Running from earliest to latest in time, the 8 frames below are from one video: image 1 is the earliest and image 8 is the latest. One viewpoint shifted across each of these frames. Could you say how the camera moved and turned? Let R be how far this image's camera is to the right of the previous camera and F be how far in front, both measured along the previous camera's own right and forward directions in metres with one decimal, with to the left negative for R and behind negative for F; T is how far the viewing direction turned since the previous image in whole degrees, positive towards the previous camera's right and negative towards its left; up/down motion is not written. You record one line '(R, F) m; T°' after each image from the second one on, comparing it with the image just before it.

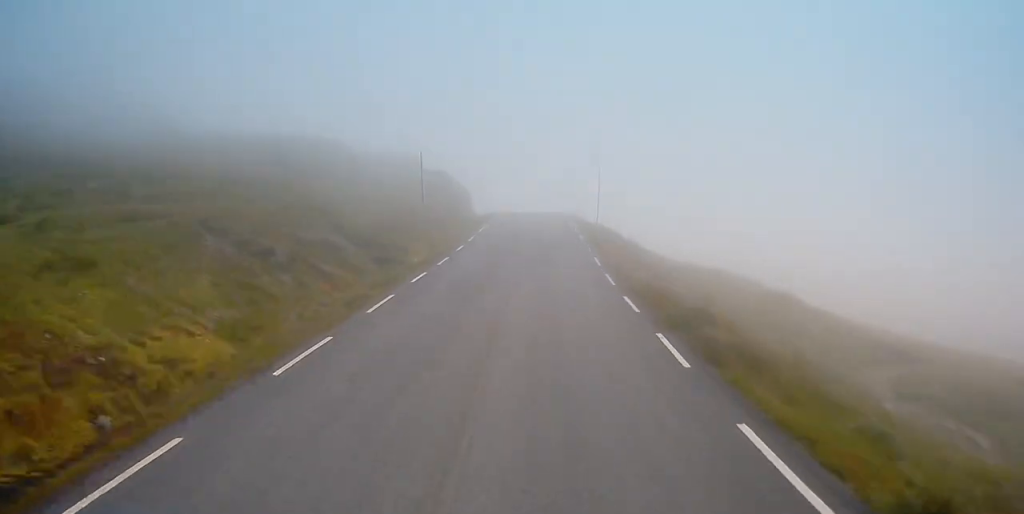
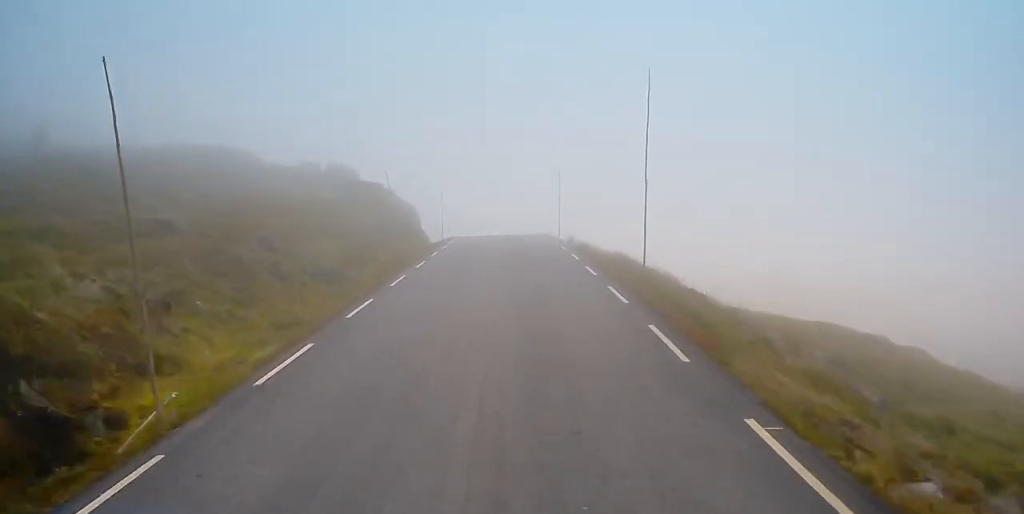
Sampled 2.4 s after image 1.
(+0.4, +24.3) m; +4°
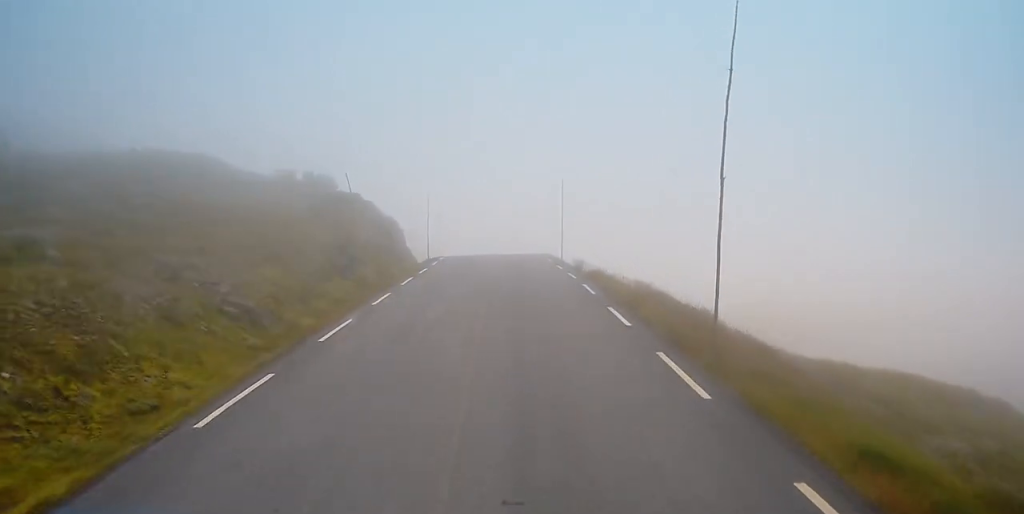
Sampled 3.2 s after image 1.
(+0.4, +7.7) m; 0°
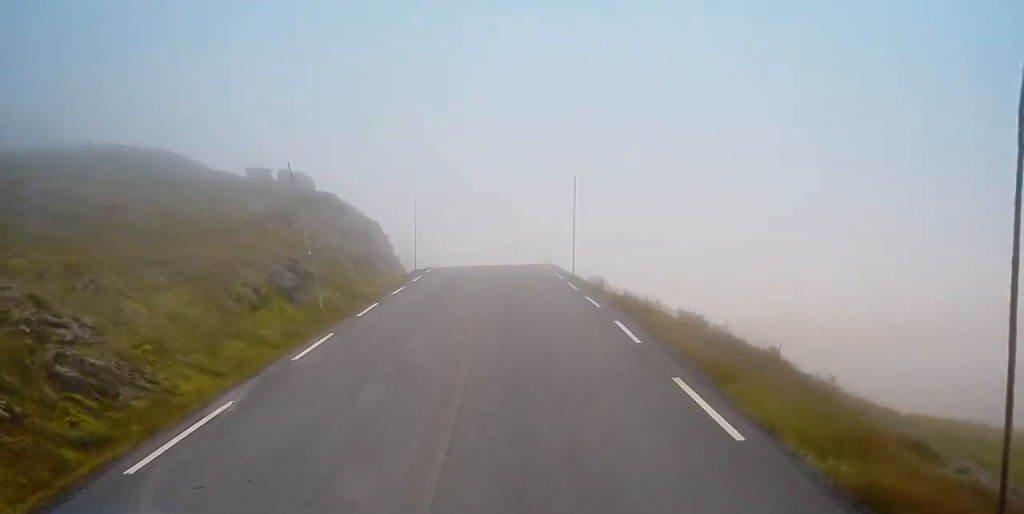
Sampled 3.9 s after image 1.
(-0.4, +7.6) m; -2°
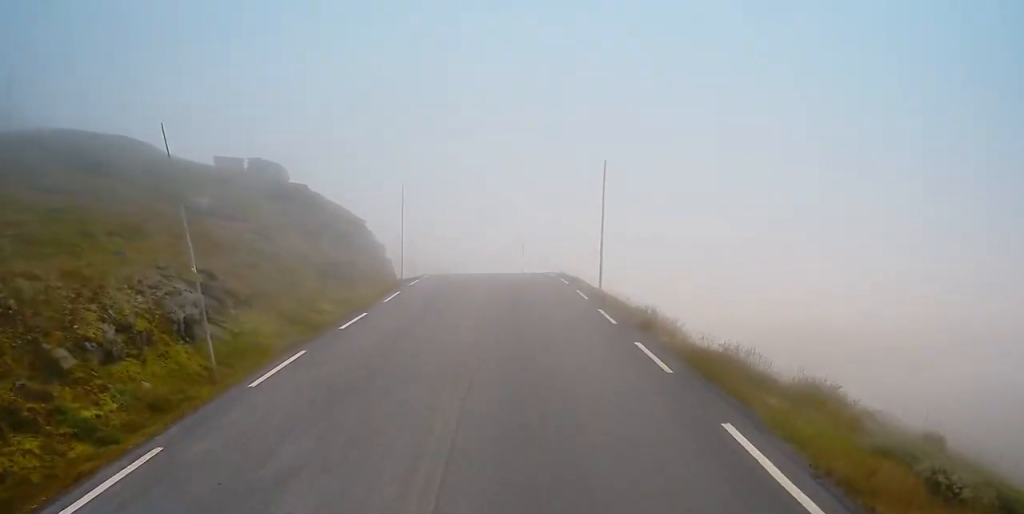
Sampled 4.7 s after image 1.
(-0.1, +8.2) m; -1°
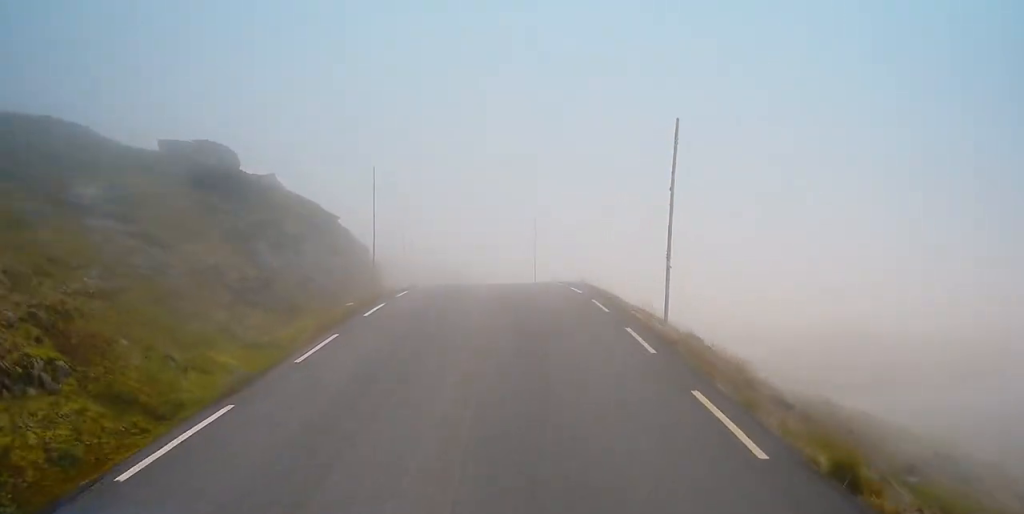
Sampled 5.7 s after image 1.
(0.0, +9.8) m; 0°
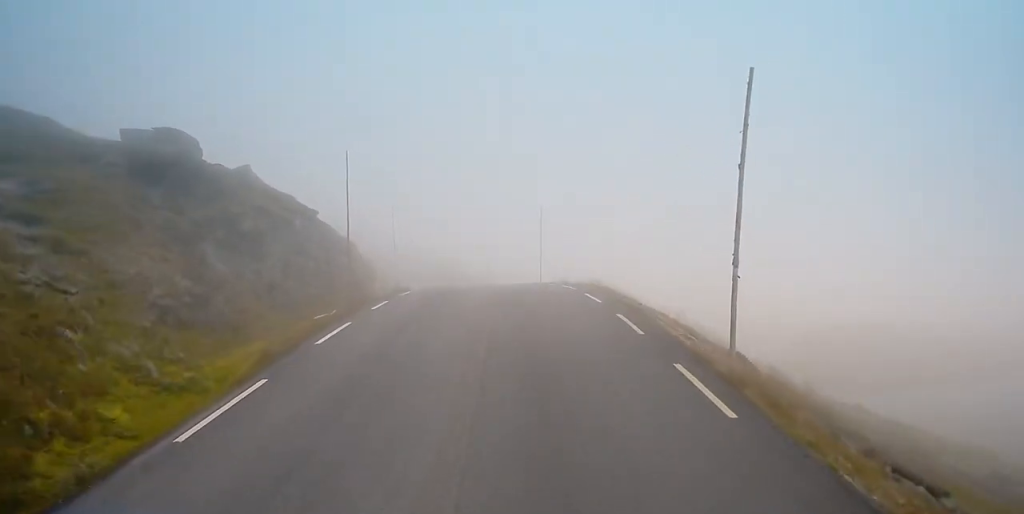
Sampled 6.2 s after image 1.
(0.0, +4.7) m; 0°
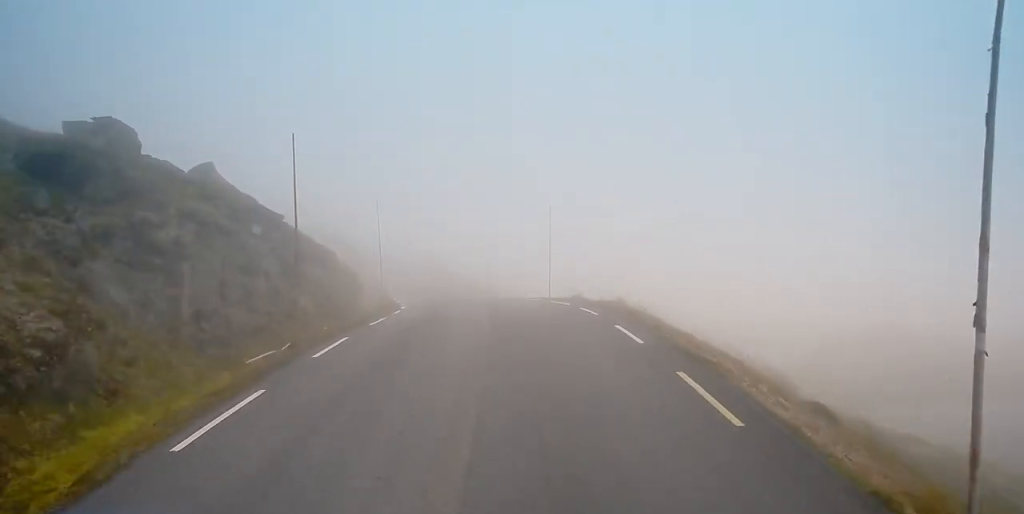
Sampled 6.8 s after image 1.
(0.0, +6.0) m; -2°
